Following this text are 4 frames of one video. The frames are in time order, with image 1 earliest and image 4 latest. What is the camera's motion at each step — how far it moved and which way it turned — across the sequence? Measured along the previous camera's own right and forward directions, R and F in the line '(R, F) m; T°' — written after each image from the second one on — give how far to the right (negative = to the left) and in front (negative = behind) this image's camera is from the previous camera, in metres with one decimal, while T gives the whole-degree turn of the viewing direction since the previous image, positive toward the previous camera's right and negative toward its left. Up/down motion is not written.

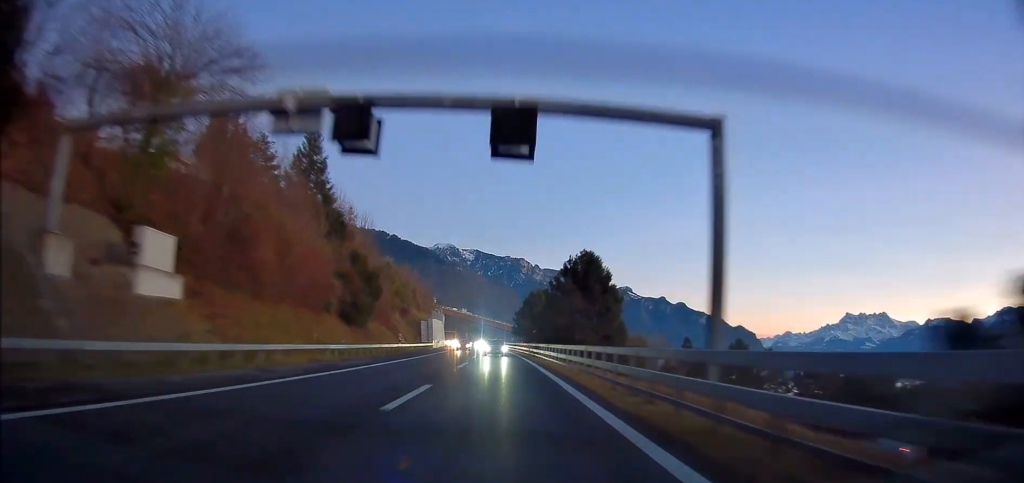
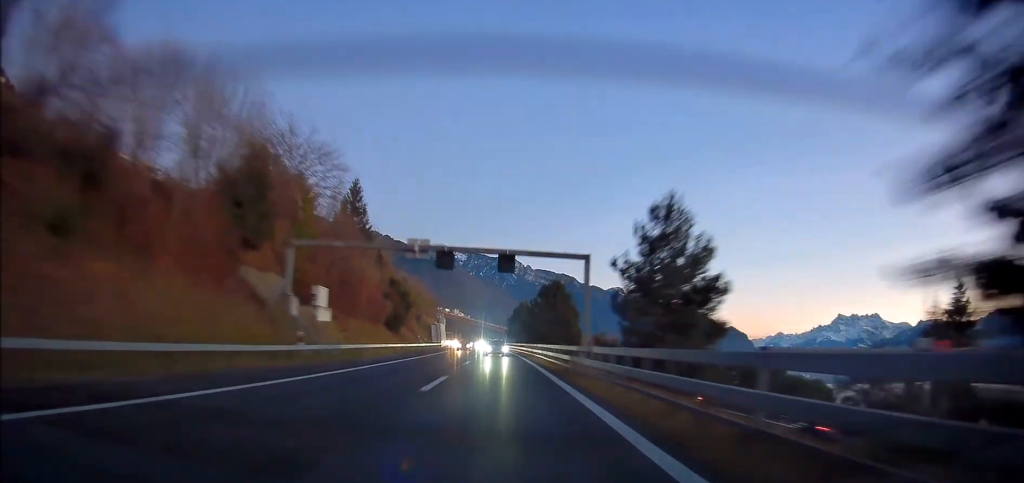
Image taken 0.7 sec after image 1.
(+0.2, +22.1) m; +1°
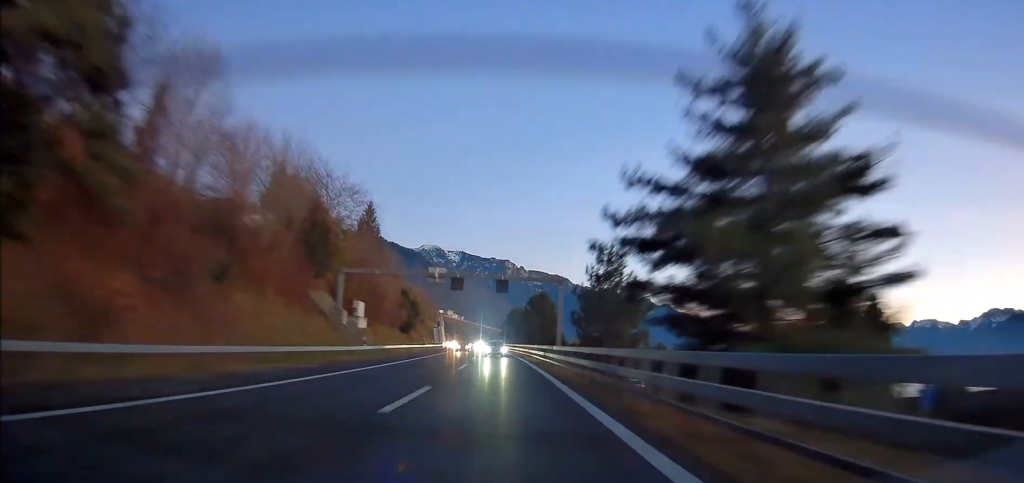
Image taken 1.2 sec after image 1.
(0.0, +13.2) m; +1°
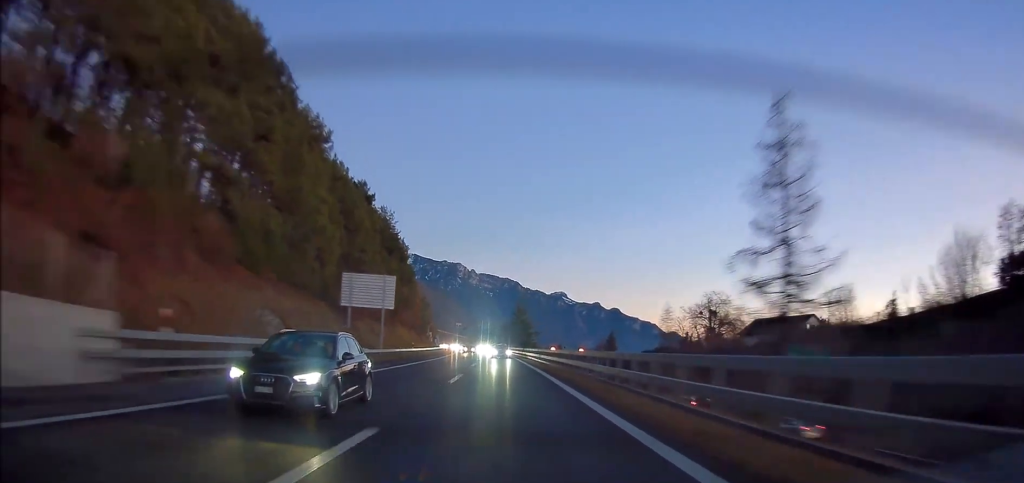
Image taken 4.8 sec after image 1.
(+5.9, +117.2) m; +5°
